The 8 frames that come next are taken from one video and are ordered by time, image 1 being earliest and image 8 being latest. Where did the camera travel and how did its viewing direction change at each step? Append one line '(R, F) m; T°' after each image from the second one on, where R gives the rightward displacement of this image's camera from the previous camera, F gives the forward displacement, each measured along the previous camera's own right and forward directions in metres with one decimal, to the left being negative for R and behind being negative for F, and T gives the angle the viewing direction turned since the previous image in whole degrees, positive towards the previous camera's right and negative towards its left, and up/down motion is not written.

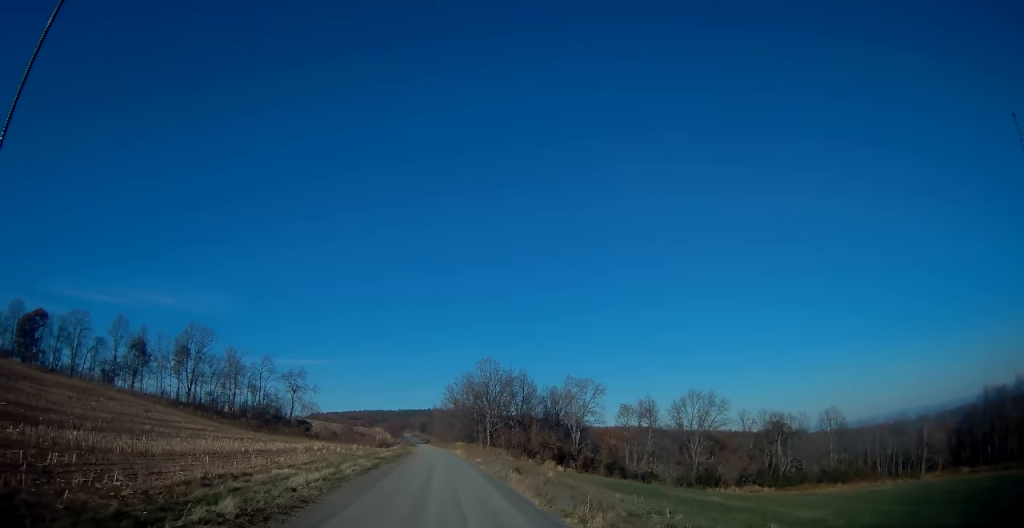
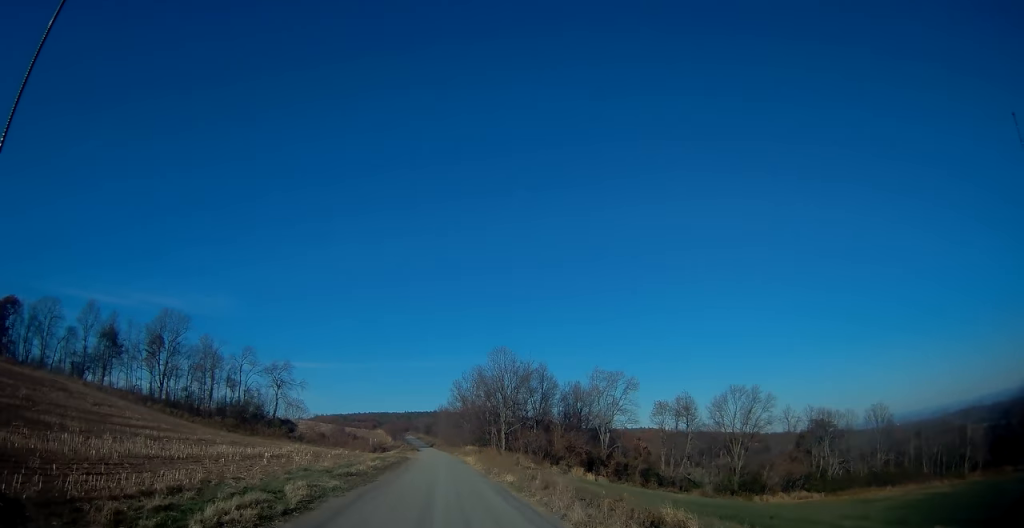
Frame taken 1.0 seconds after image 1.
(0.0, +16.5) m; 0°
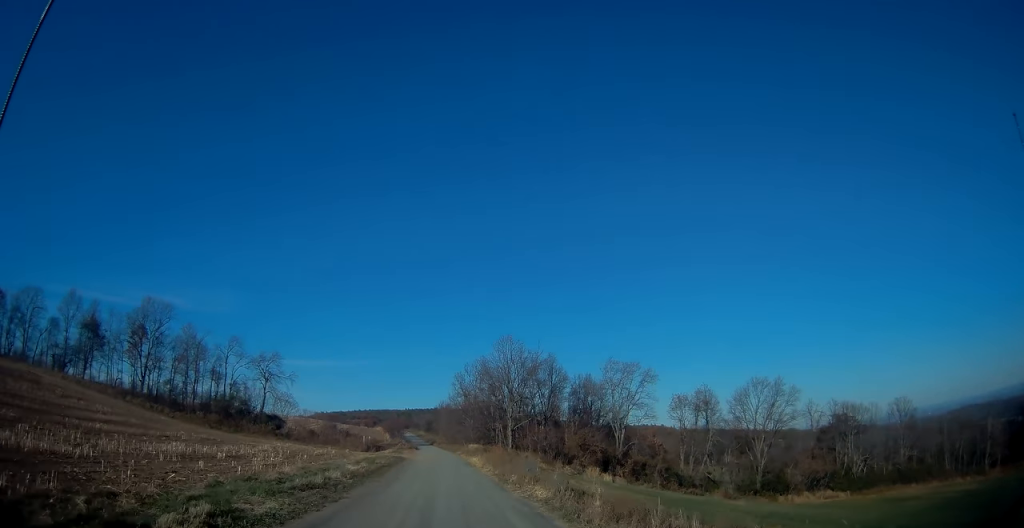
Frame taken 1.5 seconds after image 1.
(0.0, +8.0) m; 0°
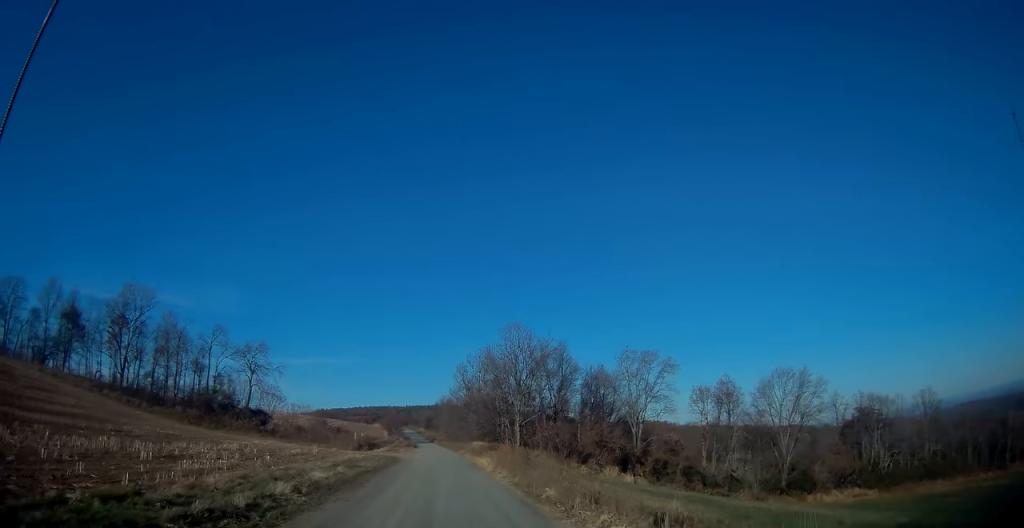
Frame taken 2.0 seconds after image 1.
(0.0, +8.0) m; 0°
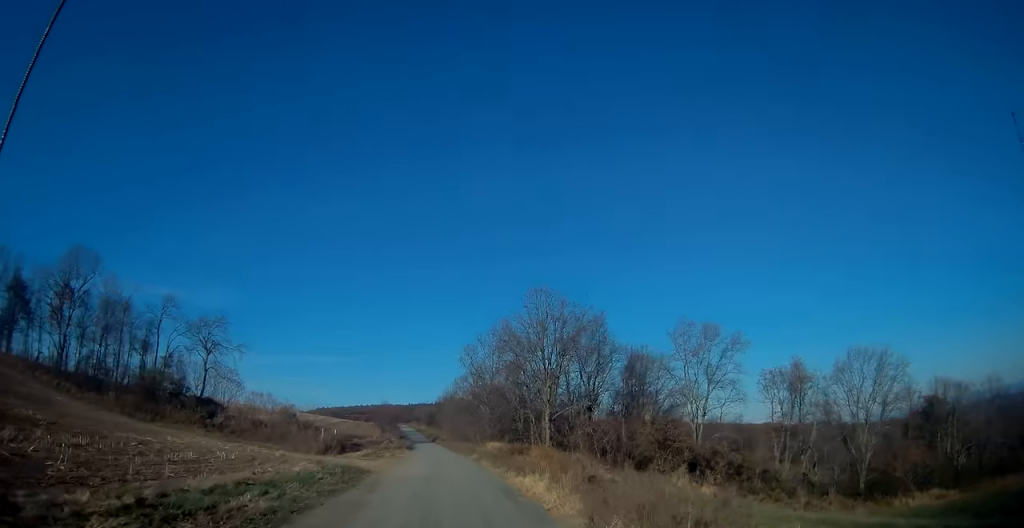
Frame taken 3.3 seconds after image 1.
(0.0, +19.6) m; -1°
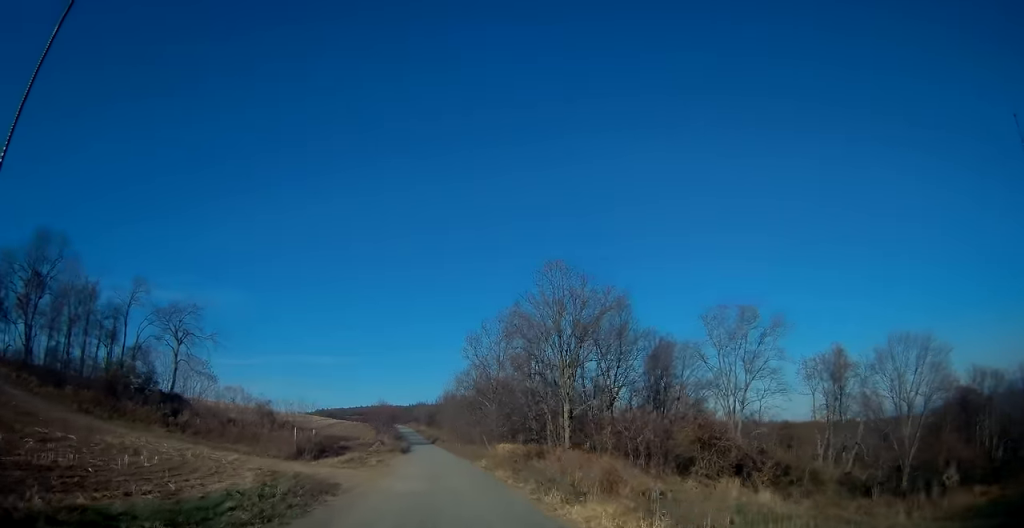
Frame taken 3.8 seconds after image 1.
(0.0, +9.0) m; -1°
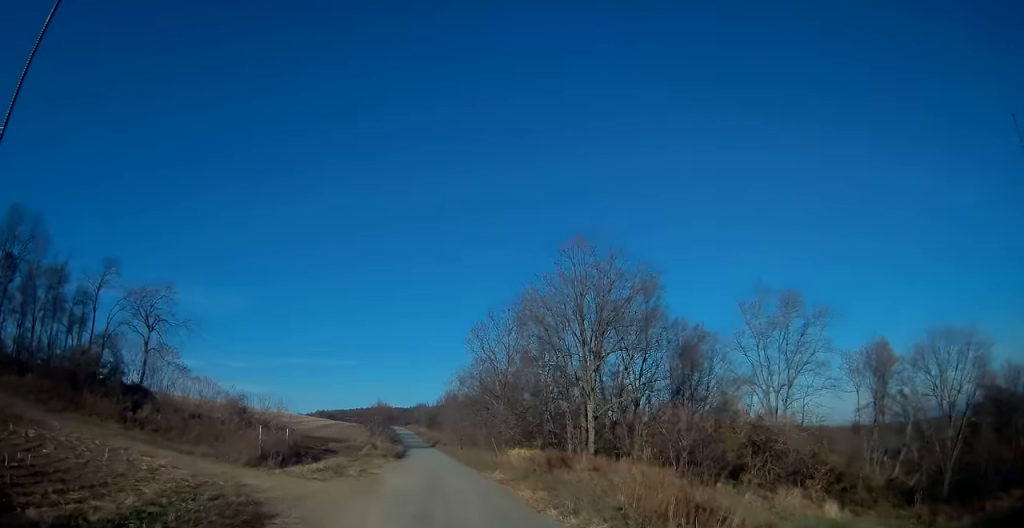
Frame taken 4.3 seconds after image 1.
(-0.1, +7.9) m; -1°
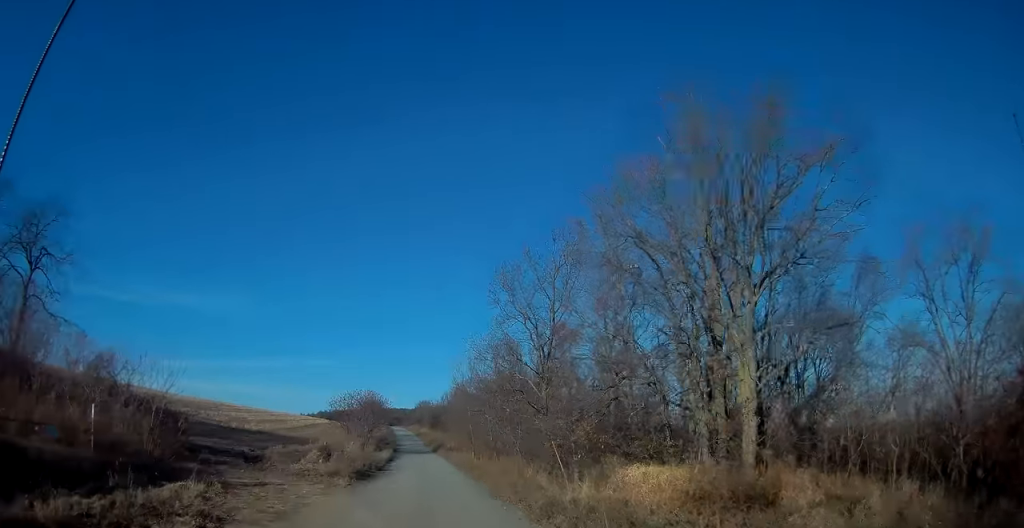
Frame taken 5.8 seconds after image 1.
(-0.1, +22.0) m; -1°
